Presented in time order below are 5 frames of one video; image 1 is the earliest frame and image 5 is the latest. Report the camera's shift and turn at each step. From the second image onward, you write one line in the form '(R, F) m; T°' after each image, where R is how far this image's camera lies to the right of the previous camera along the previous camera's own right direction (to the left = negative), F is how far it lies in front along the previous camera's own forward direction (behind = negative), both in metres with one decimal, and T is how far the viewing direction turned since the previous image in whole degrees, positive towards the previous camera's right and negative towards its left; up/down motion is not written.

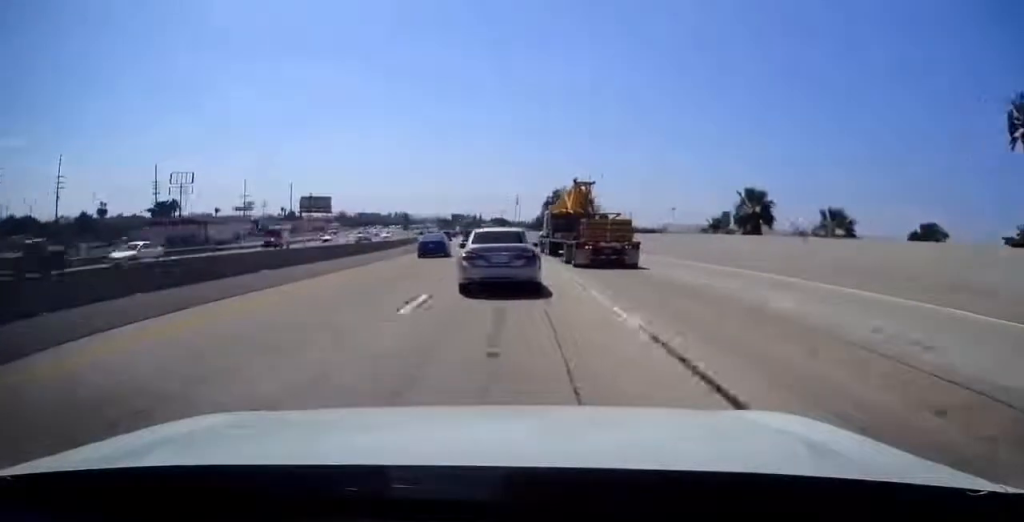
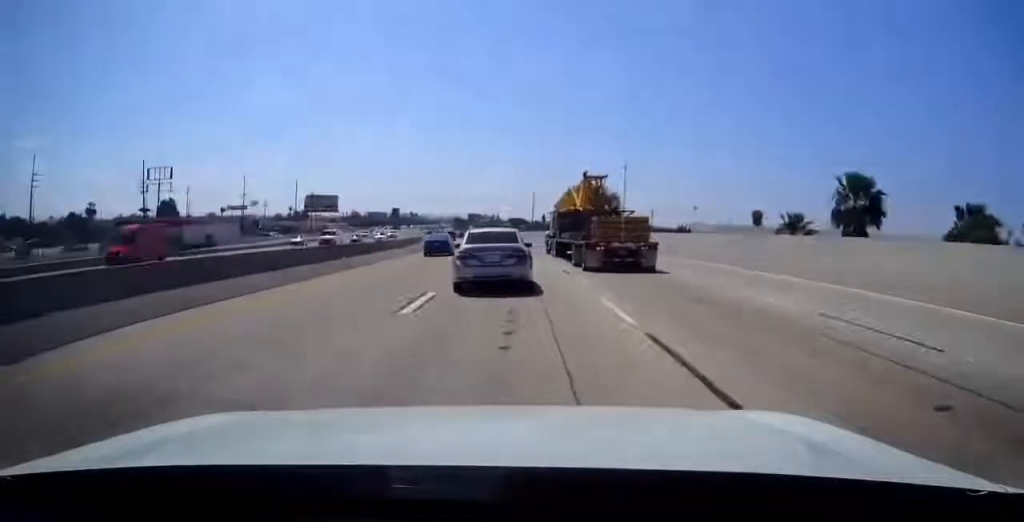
(-0.1, +14.3) m; -1°
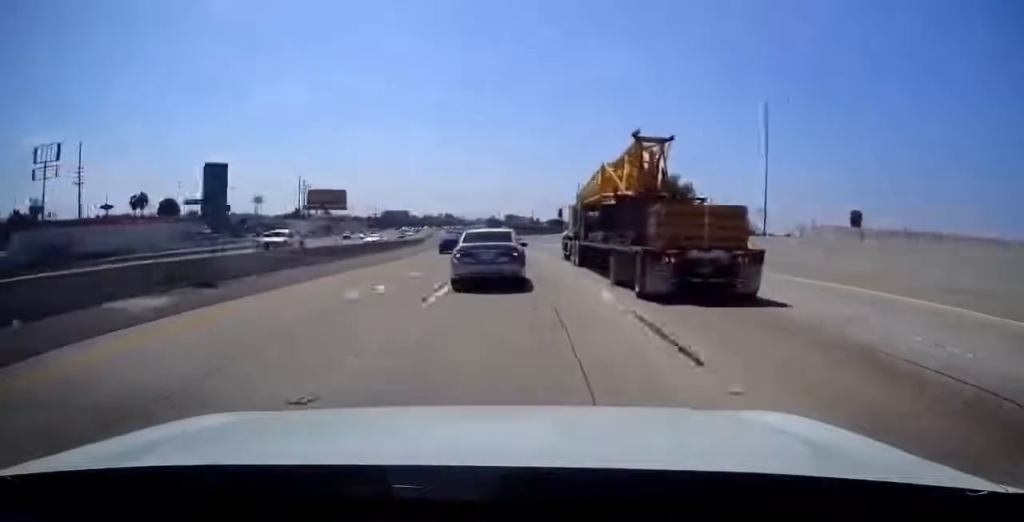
(-0.8, +41.2) m; -2°
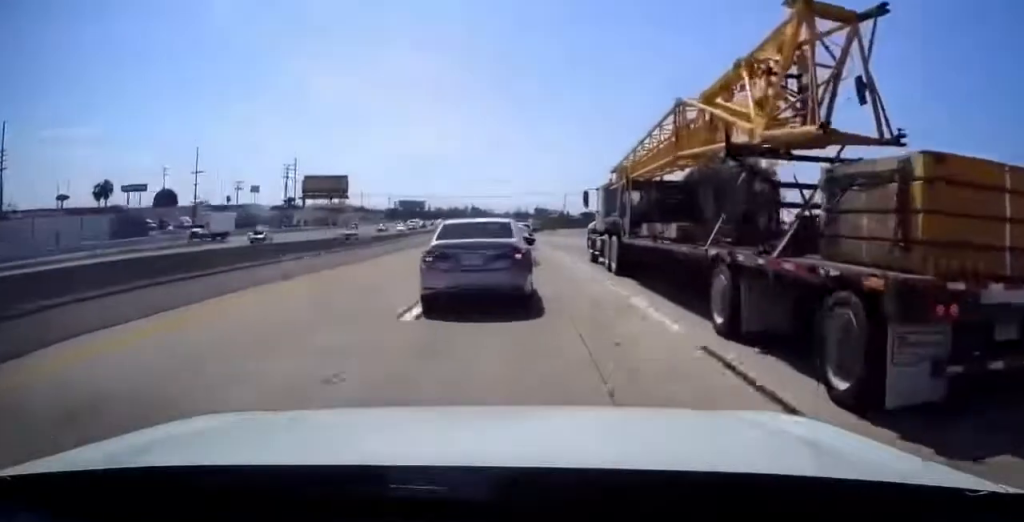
(0.0, +31.9) m; 0°
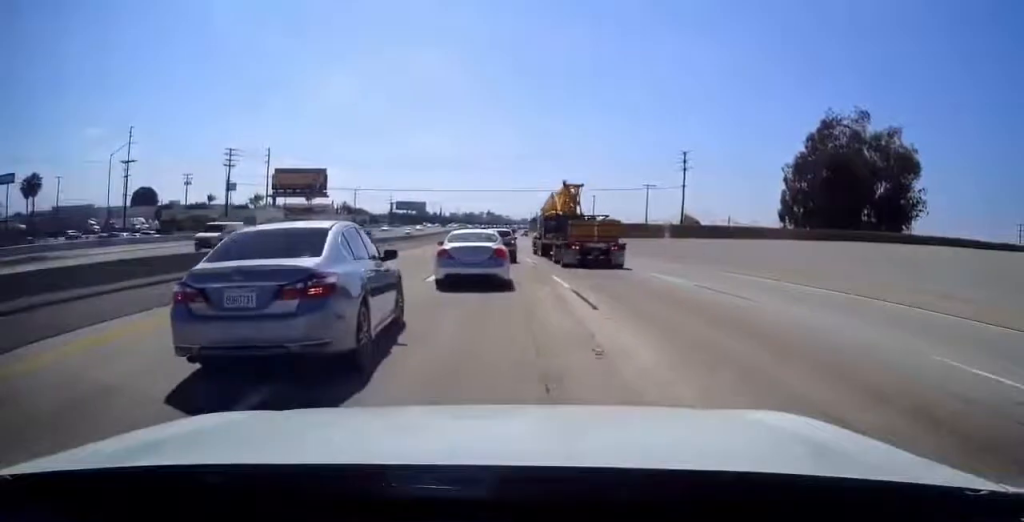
(+2.2, +71.4) m; +2°
